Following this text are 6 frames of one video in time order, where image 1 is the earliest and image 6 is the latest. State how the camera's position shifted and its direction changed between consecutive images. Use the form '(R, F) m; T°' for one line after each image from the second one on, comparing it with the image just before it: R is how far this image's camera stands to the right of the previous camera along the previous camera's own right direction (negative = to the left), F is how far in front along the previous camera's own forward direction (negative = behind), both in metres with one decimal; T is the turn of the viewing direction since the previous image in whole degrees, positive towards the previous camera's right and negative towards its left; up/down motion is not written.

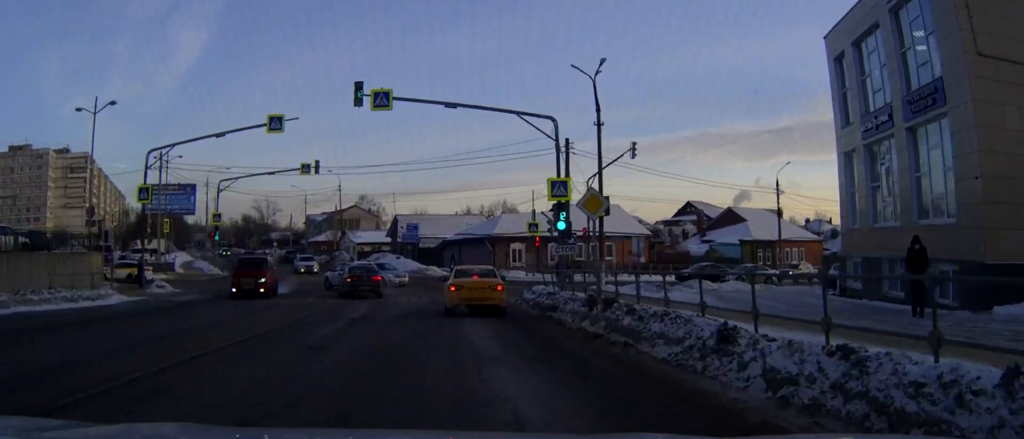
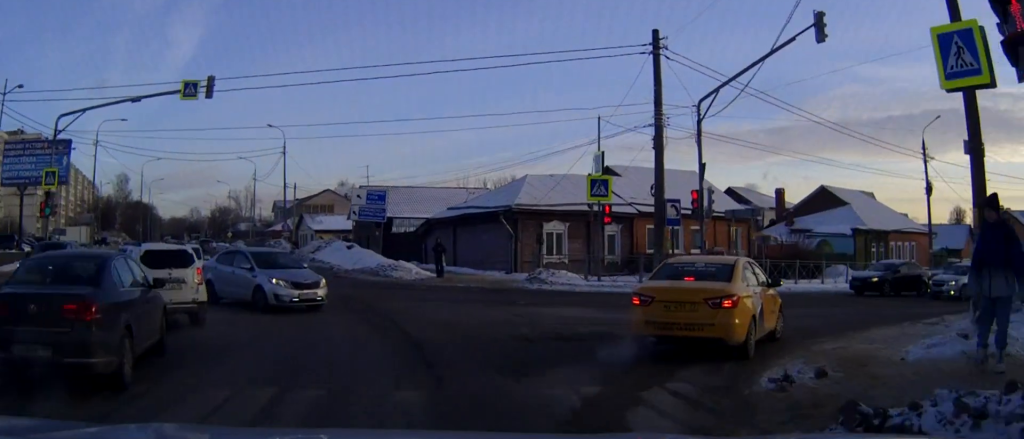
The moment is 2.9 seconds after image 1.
(0.0, +25.9) m; -1°
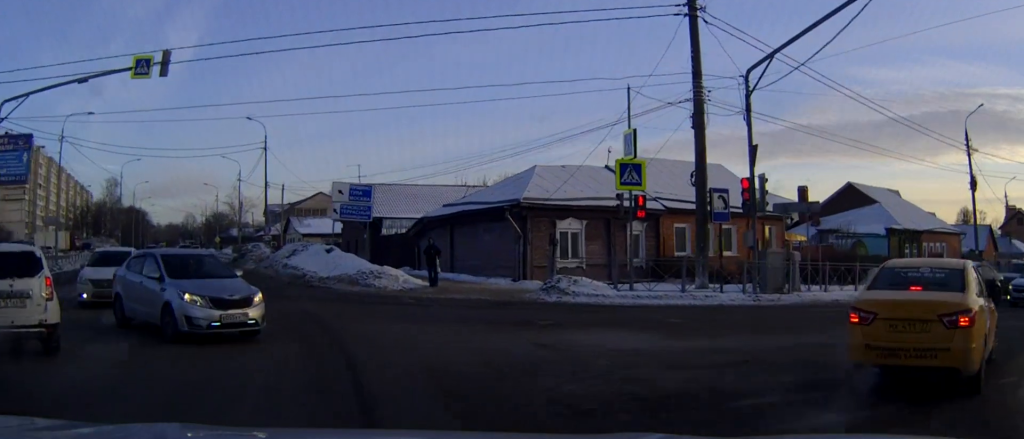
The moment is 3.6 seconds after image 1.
(0.0, +5.5) m; -3°
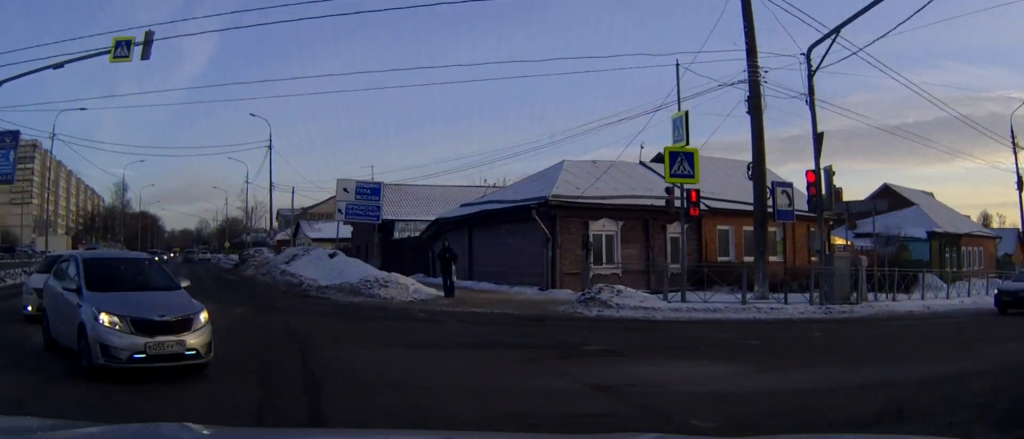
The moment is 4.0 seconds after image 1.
(-0.1, +3.6) m; -3°
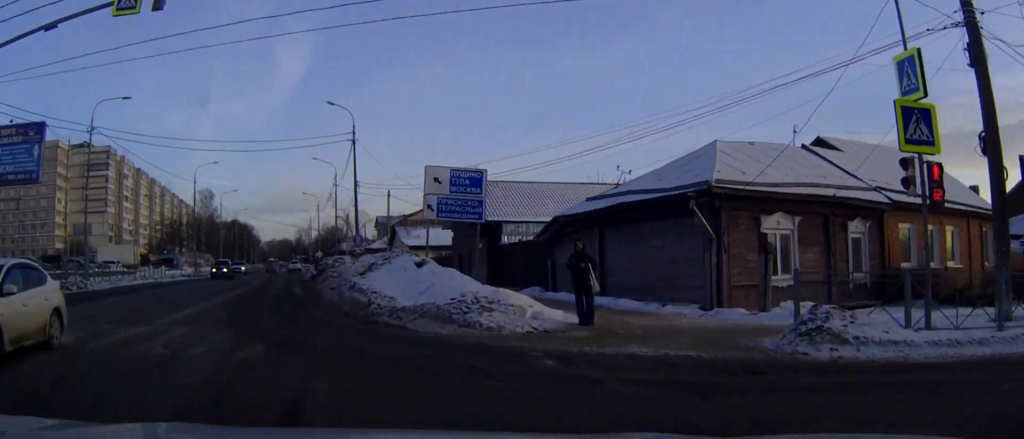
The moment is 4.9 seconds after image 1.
(-0.4, +7.1) m; -8°
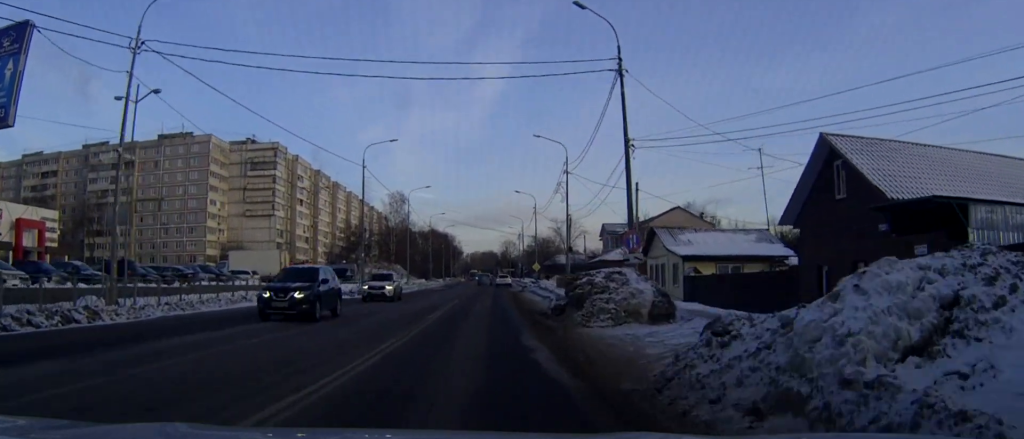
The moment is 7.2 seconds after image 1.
(-2.6, +19.2) m; -9°
